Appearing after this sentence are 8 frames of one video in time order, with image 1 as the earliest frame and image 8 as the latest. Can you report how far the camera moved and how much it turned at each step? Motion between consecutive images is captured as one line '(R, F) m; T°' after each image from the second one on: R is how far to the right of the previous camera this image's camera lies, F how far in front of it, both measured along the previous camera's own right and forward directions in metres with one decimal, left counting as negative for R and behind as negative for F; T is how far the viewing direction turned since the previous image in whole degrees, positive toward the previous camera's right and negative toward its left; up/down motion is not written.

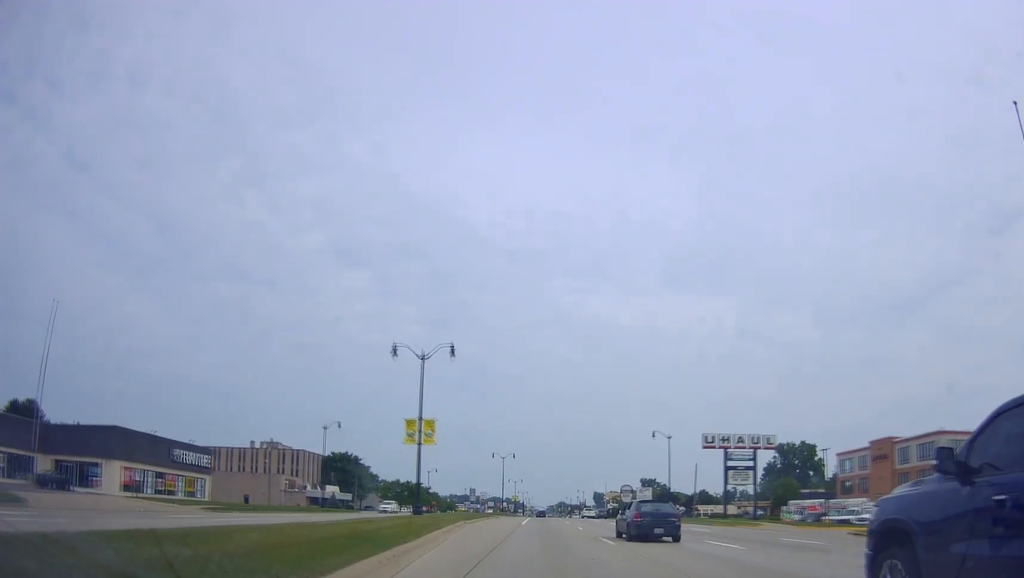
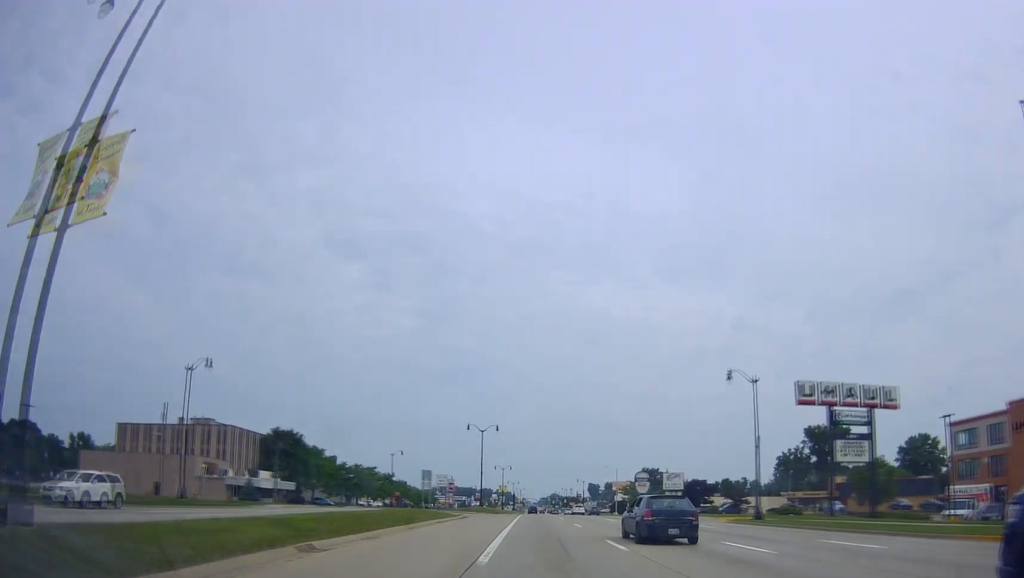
(-0.2, +33.9) m; -2°
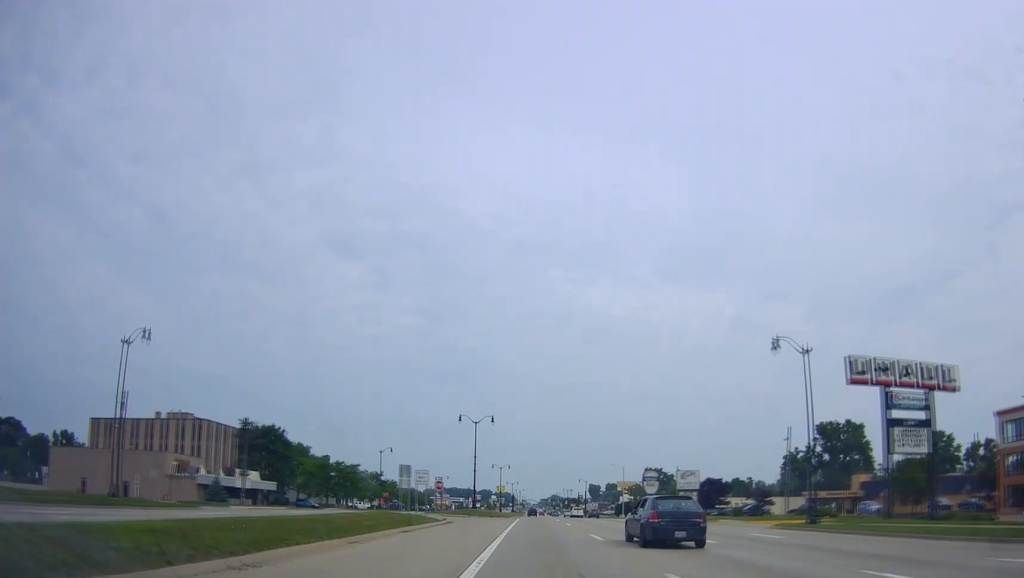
(-0.4, +9.5) m; 0°
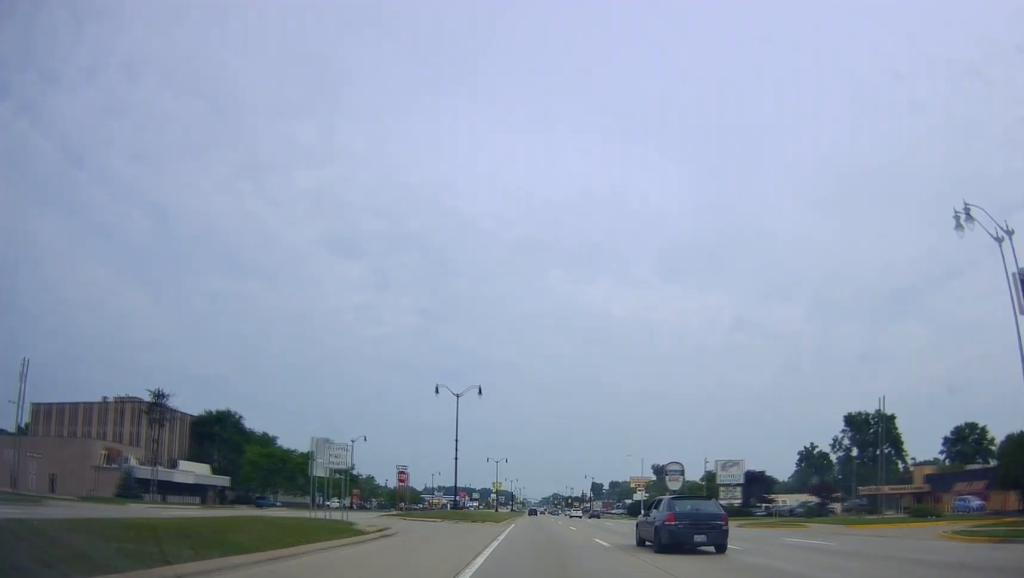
(+0.5, +19.0) m; +1°
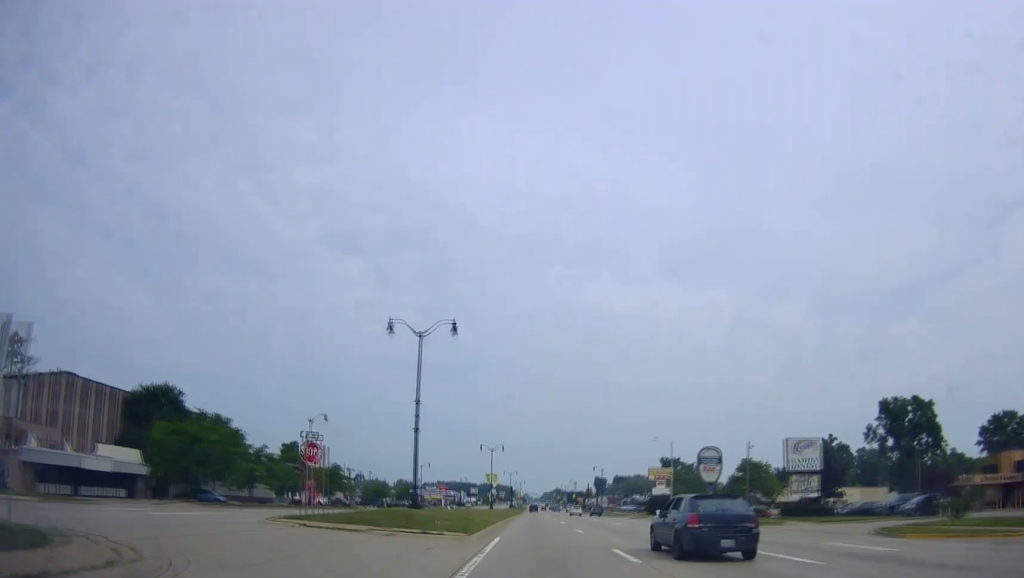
(-0.1, +19.9) m; 0°
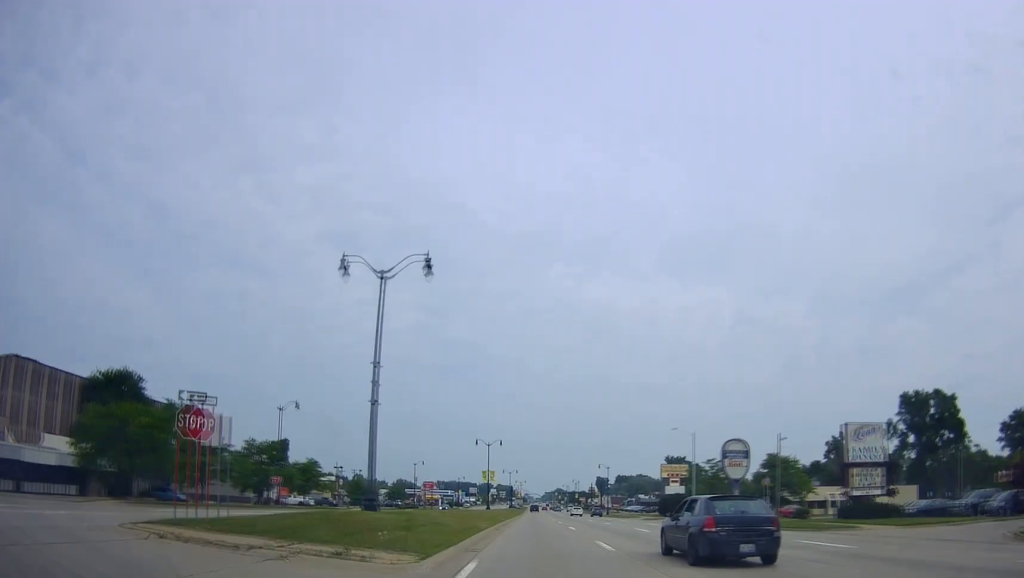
(0.0, +10.3) m; 0°
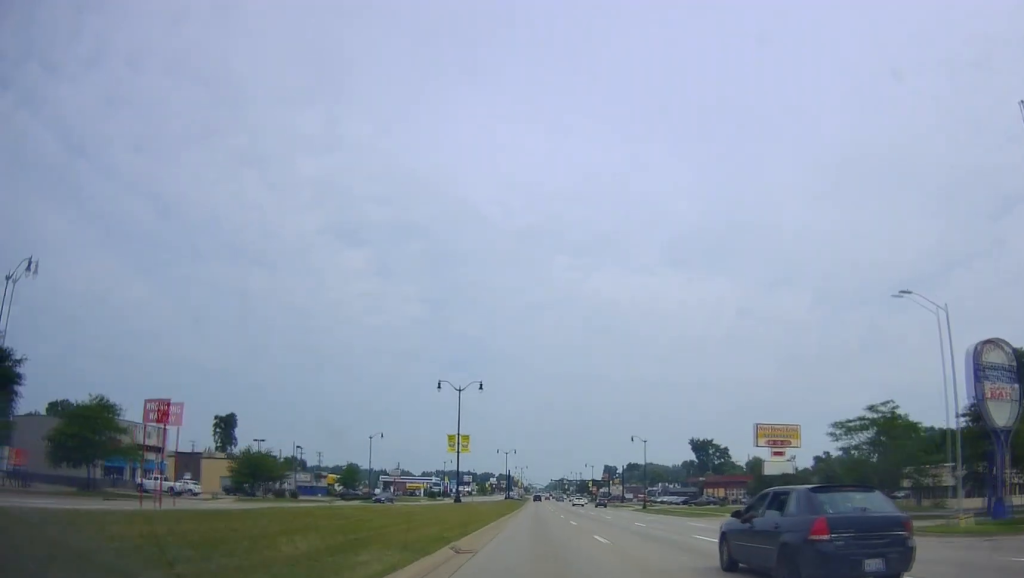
(0.0, +42.9) m; -2°
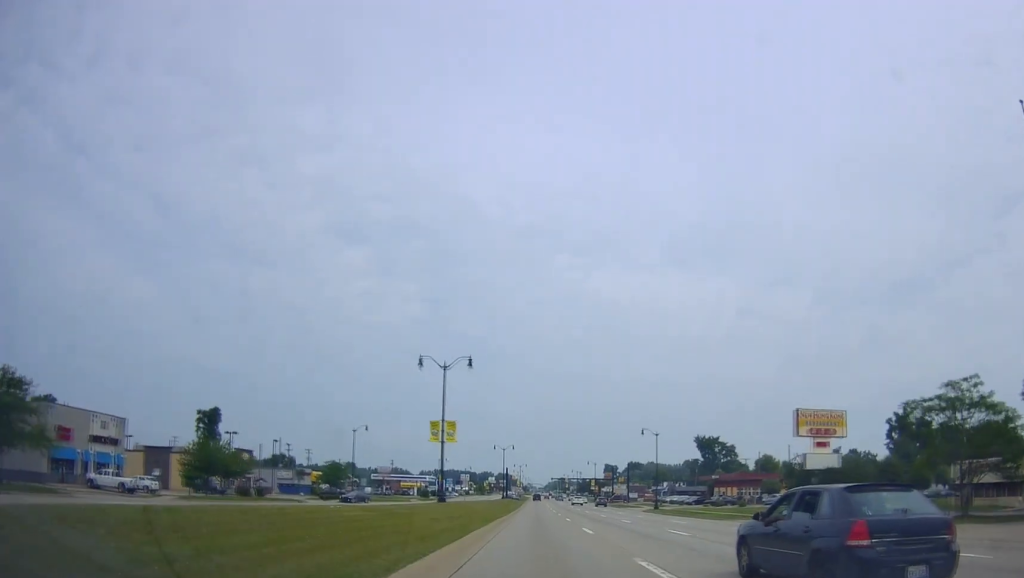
(-0.4, +9.5) m; 0°
